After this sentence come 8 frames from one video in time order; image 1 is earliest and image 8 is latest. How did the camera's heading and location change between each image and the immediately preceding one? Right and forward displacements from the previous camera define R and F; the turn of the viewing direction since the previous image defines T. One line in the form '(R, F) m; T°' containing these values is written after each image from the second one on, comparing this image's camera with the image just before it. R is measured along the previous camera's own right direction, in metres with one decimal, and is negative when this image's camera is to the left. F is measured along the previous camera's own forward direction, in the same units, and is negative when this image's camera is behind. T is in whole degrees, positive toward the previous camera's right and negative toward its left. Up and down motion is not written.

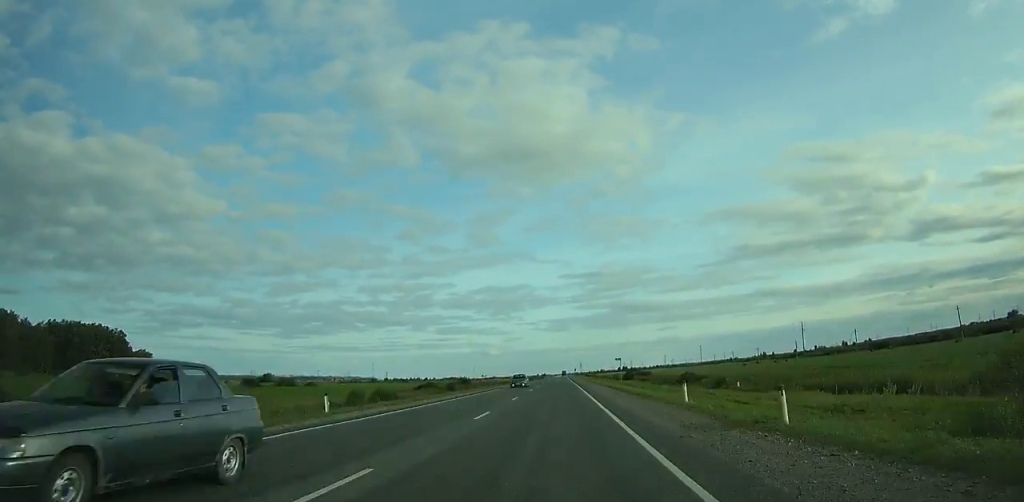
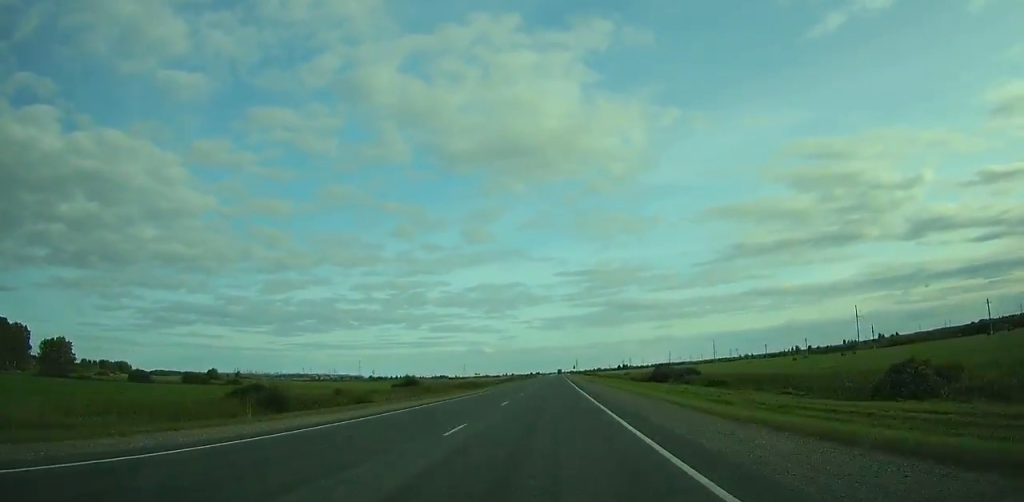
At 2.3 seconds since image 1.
(-0.1, +68.3) m; 0°
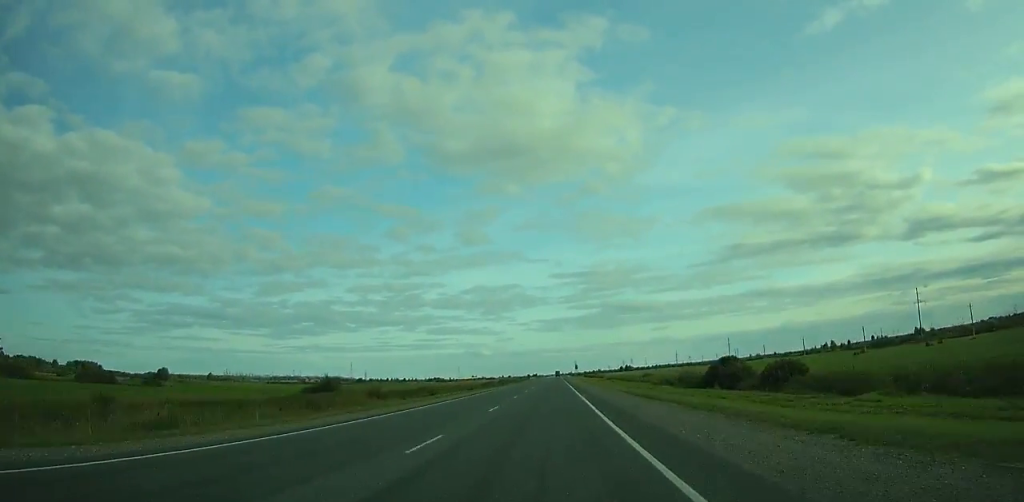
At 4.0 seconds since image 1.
(+0.2, +50.2) m; 0°
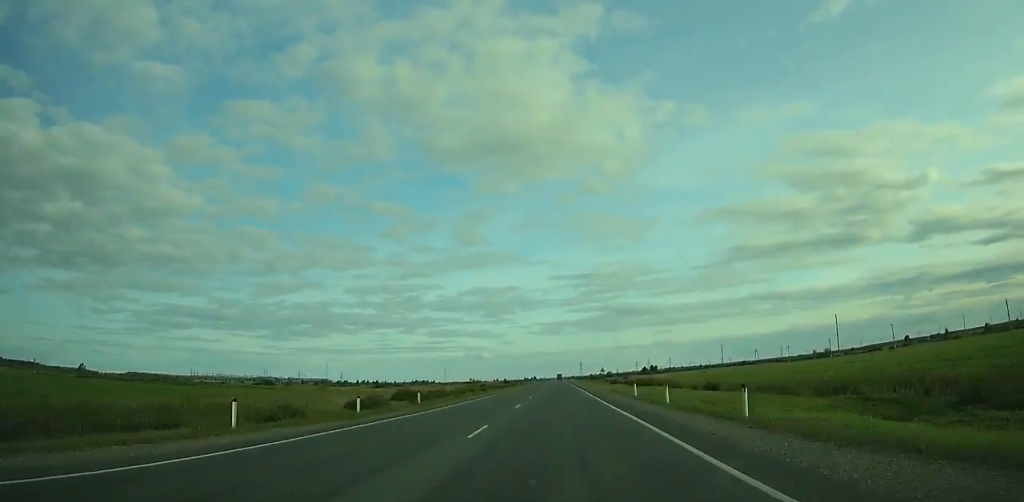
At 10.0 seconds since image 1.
(-0.1, +179.2) m; 0°
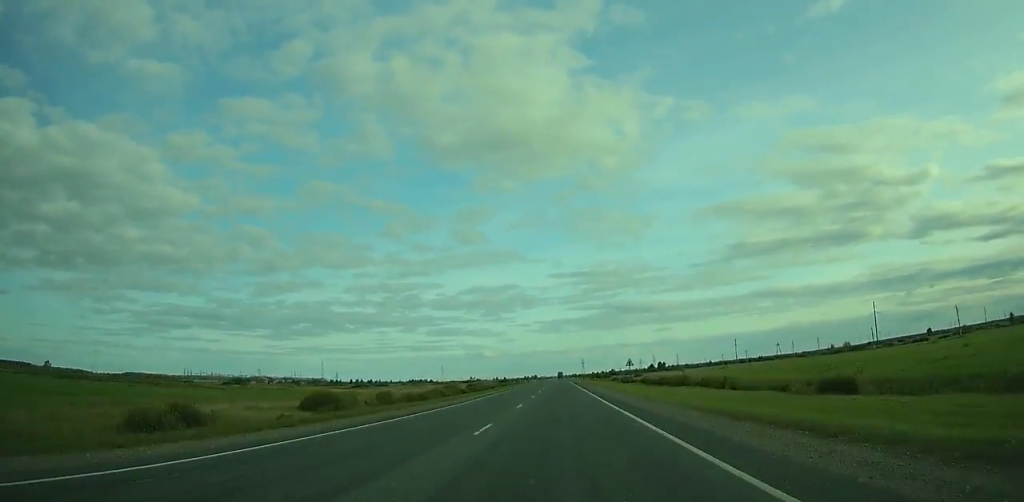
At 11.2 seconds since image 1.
(0.0, +36.5) m; 0°
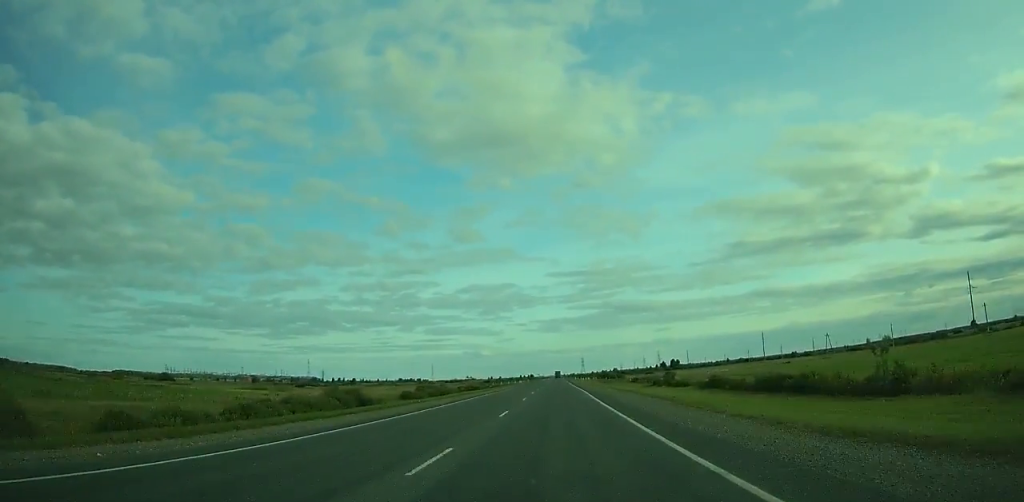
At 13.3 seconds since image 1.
(+0.1, +65.5) m; 0°
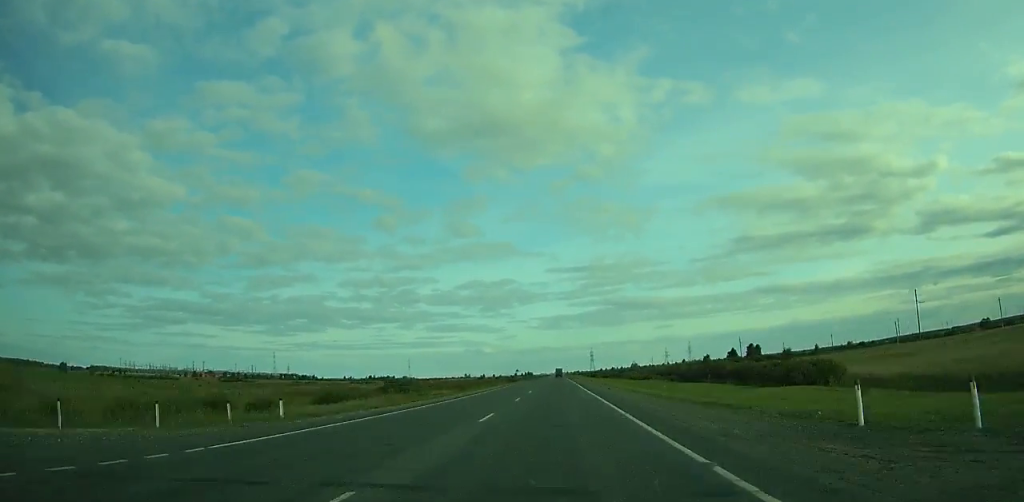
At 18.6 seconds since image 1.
(-0.2, +170.2) m; 0°
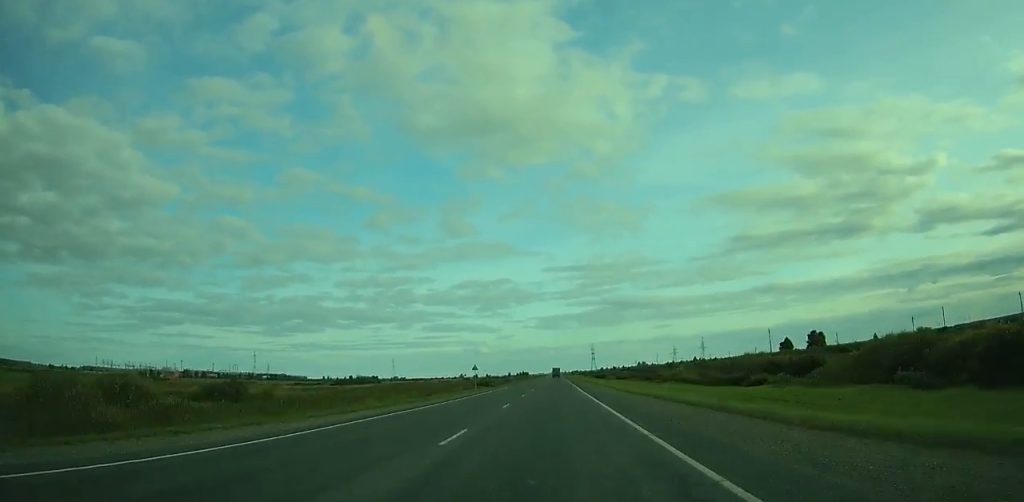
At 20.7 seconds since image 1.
(-0.1, +68.6) m; 0°
